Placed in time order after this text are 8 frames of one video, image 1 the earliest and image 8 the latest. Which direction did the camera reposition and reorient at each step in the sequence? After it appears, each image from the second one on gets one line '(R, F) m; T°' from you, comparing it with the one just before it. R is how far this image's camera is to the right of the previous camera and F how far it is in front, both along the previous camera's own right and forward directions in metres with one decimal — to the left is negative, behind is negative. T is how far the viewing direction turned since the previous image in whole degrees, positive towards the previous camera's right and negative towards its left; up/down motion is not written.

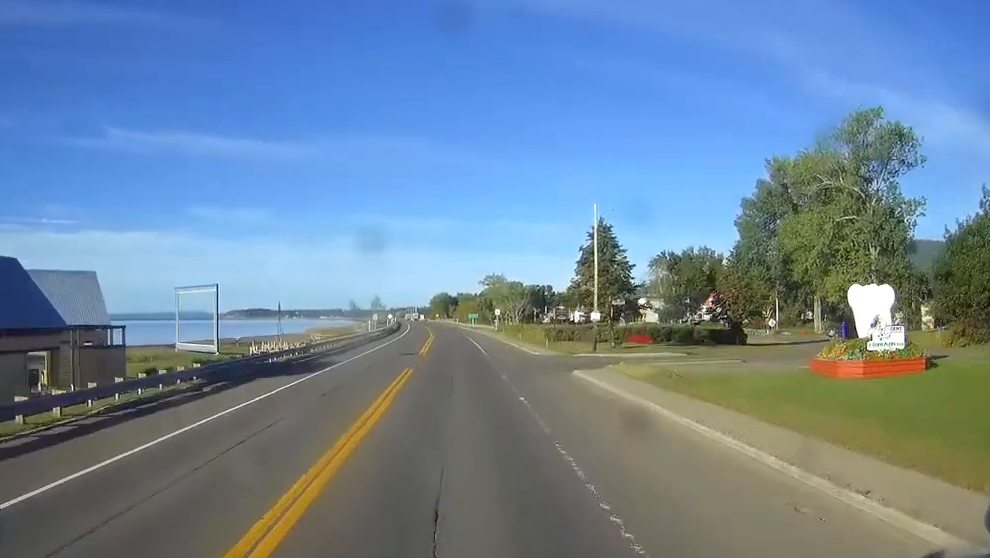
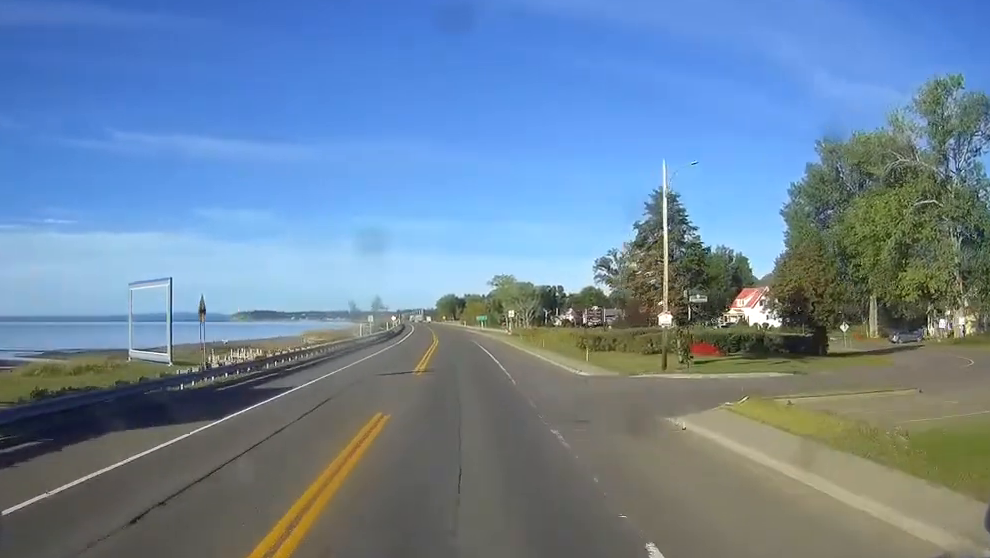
(+0.1, +15.5) m; 0°
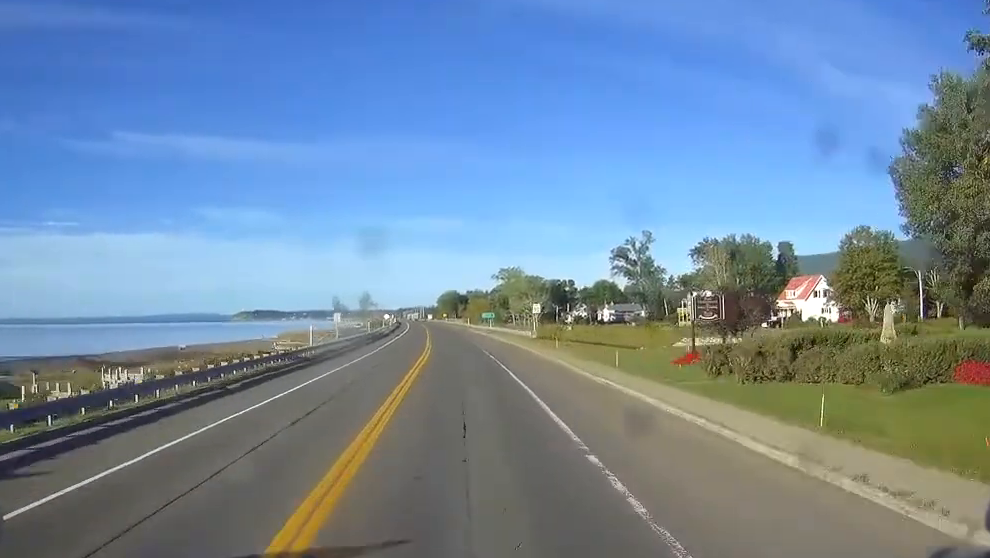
(-0.1, +29.0) m; 0°
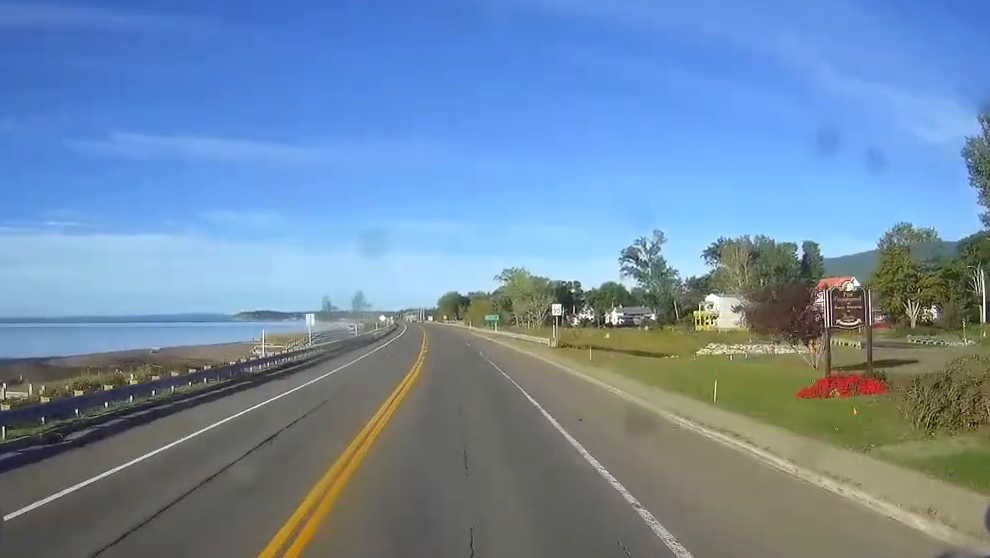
(0.0, +13.6) m; 0°
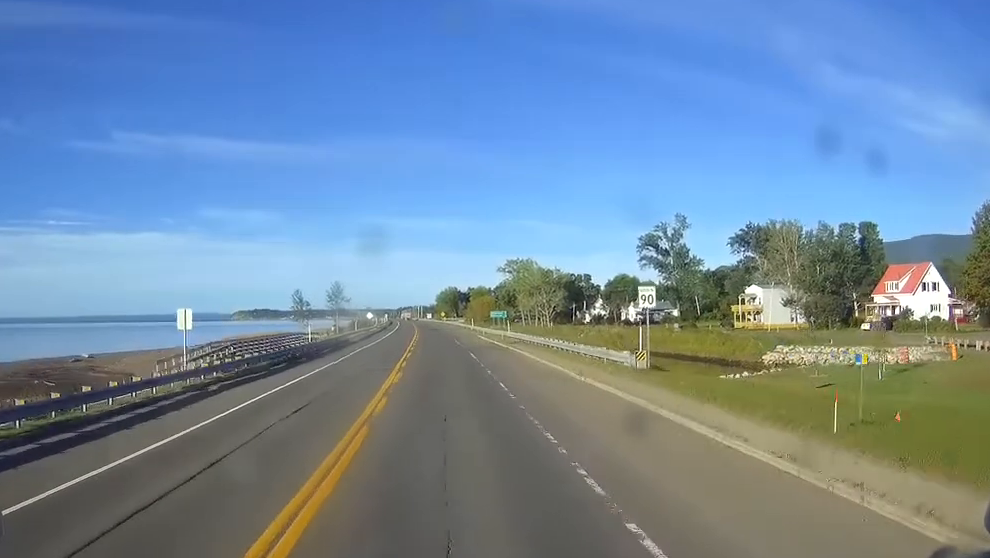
(-0.1, +27.4) m; 0°
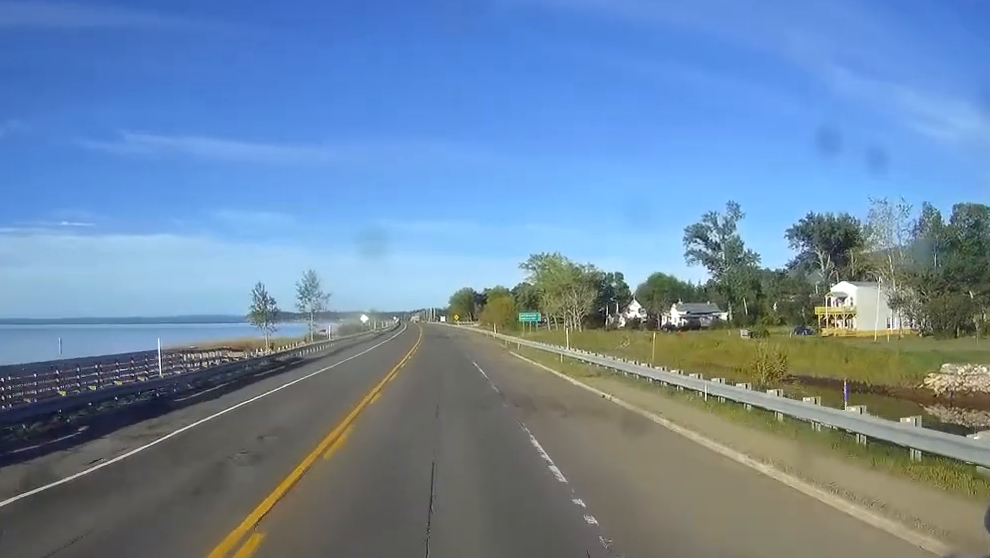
(-0.1, +33.4) m; -1°
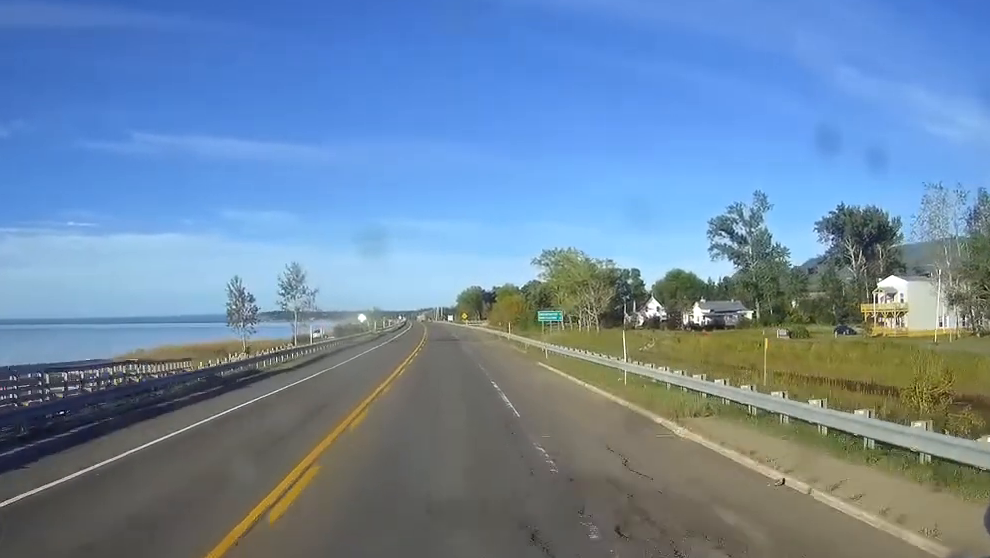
(0.0, +13.4) m; 0°
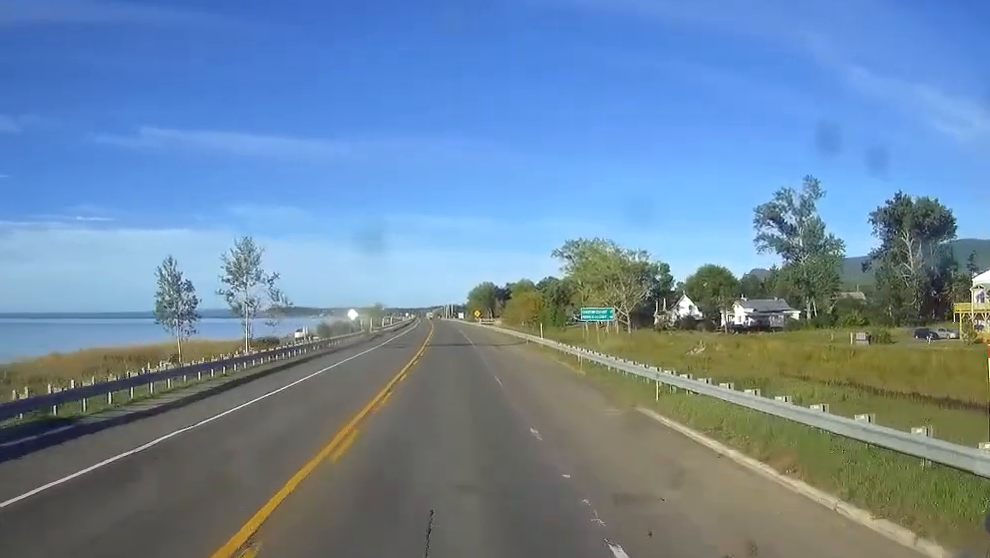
(-0.2, +22.3) m; -1°
